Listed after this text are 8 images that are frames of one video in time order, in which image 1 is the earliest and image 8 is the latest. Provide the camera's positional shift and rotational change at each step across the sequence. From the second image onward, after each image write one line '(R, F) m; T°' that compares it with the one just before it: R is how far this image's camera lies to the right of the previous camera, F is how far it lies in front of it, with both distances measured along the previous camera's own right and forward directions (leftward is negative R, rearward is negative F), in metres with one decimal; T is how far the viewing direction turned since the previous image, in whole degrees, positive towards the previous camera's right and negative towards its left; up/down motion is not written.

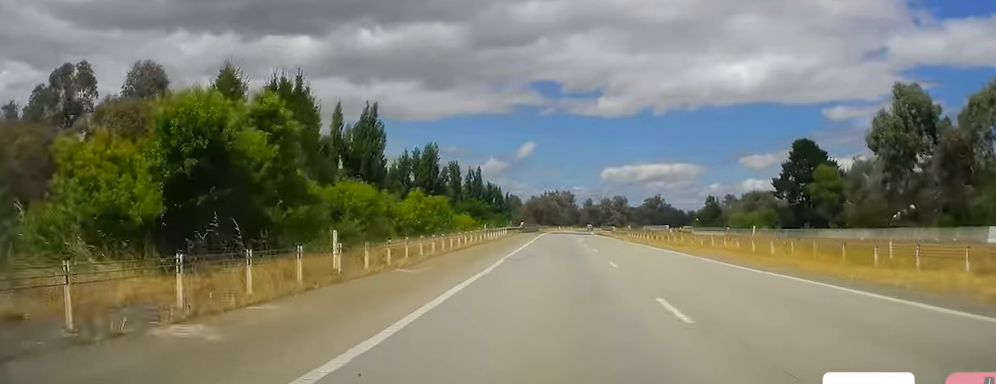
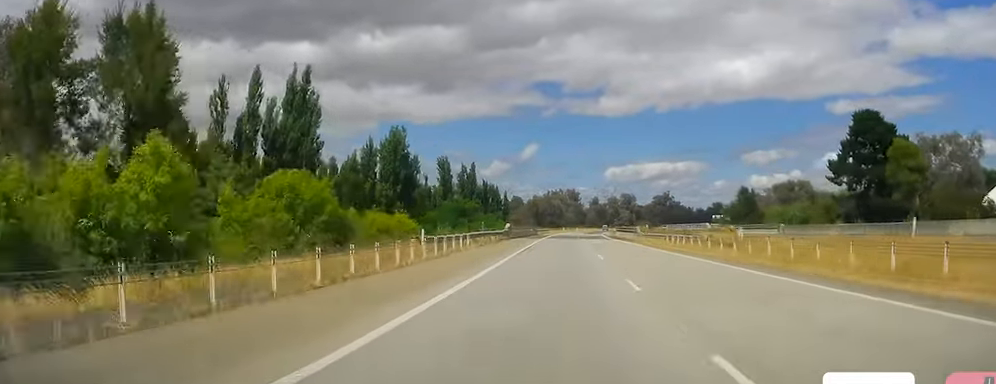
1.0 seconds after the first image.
(-0.1, +28.7) m; 0°
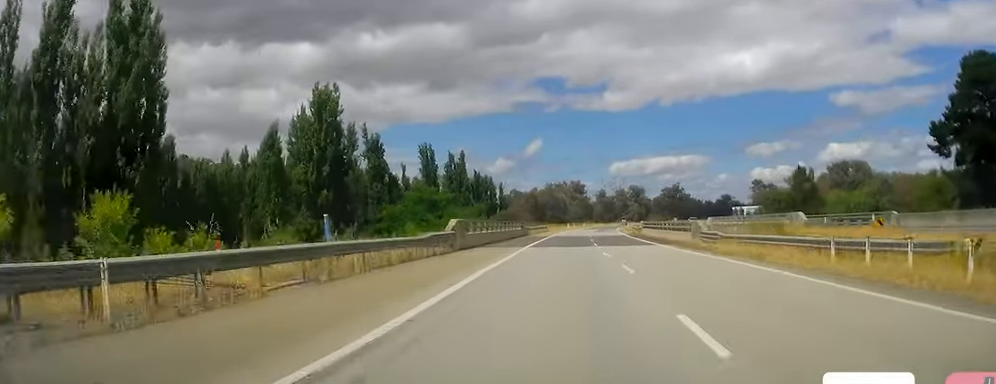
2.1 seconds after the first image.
(0.0, +32.5) m; -1°
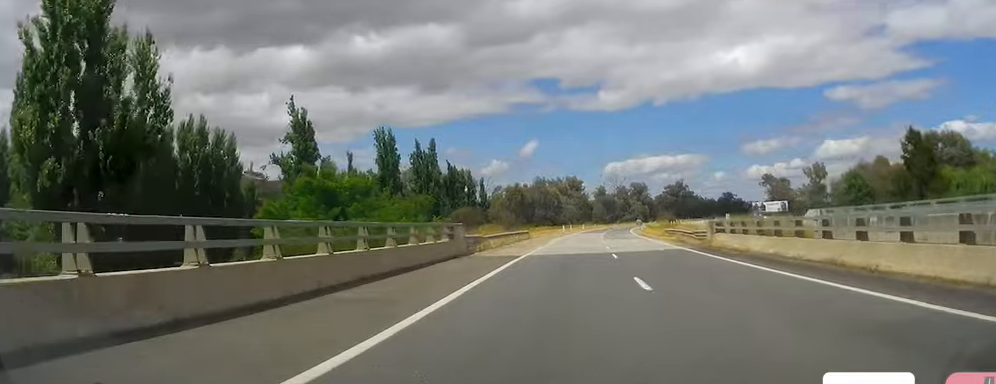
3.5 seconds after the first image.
(0.0, +39.3) m; 0°
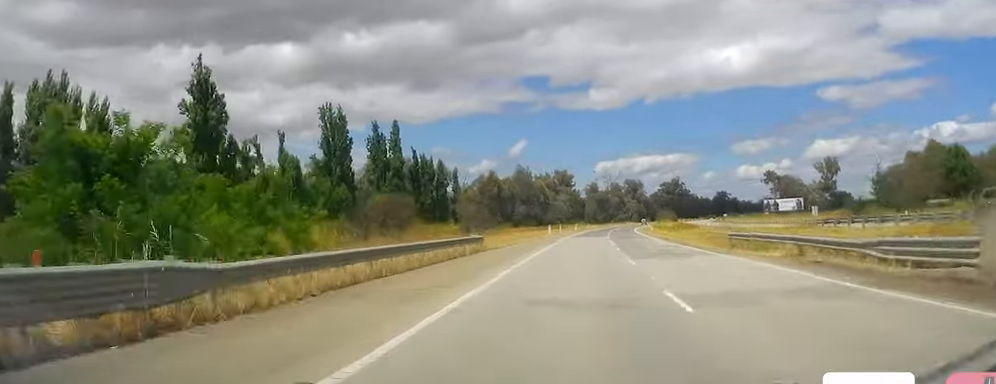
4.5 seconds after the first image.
(-0.4, +28.8) m; 0°
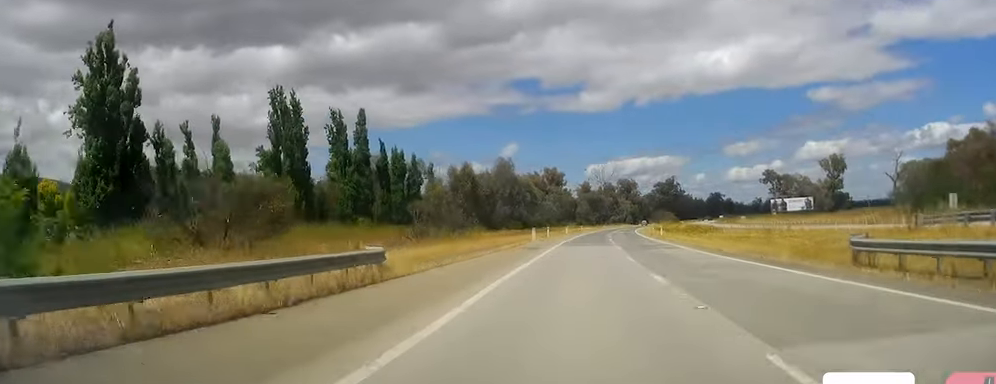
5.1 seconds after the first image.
(+0.1, +18.3) m; +1°
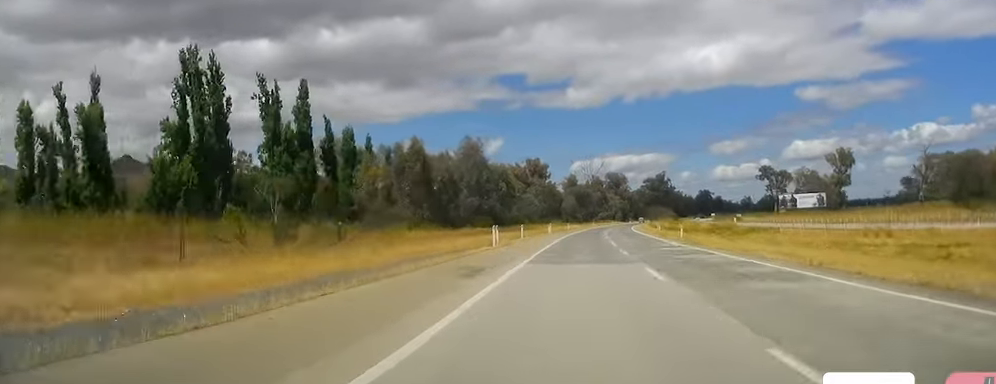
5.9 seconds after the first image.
(+0.4, +23.1) m; +1°
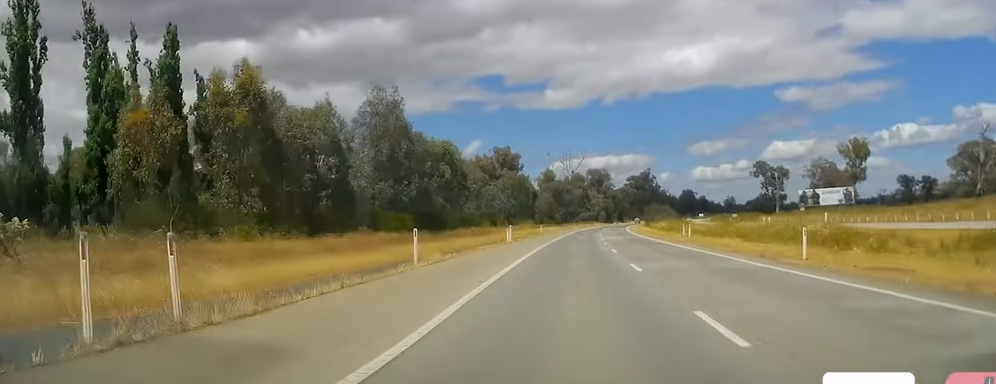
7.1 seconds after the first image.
(+0.3, +33.6) m; +2°
